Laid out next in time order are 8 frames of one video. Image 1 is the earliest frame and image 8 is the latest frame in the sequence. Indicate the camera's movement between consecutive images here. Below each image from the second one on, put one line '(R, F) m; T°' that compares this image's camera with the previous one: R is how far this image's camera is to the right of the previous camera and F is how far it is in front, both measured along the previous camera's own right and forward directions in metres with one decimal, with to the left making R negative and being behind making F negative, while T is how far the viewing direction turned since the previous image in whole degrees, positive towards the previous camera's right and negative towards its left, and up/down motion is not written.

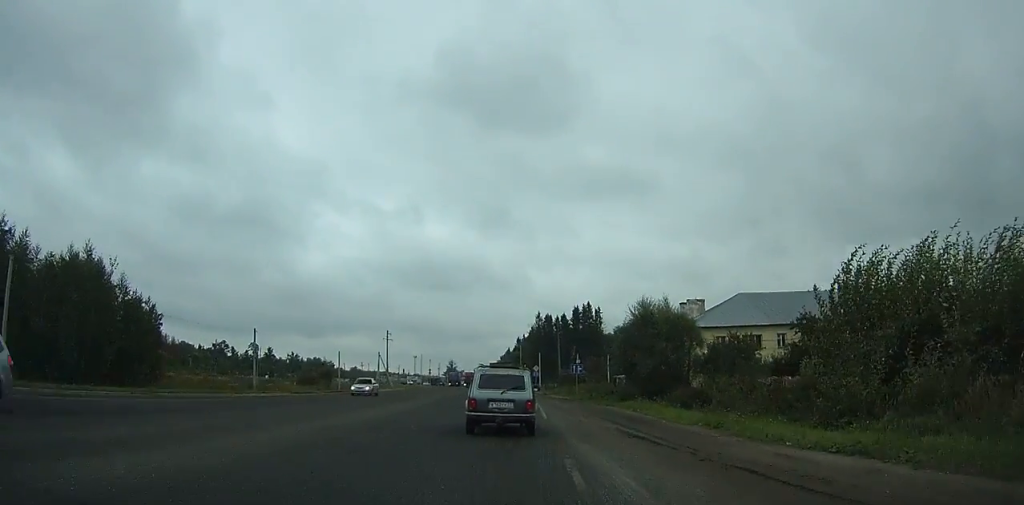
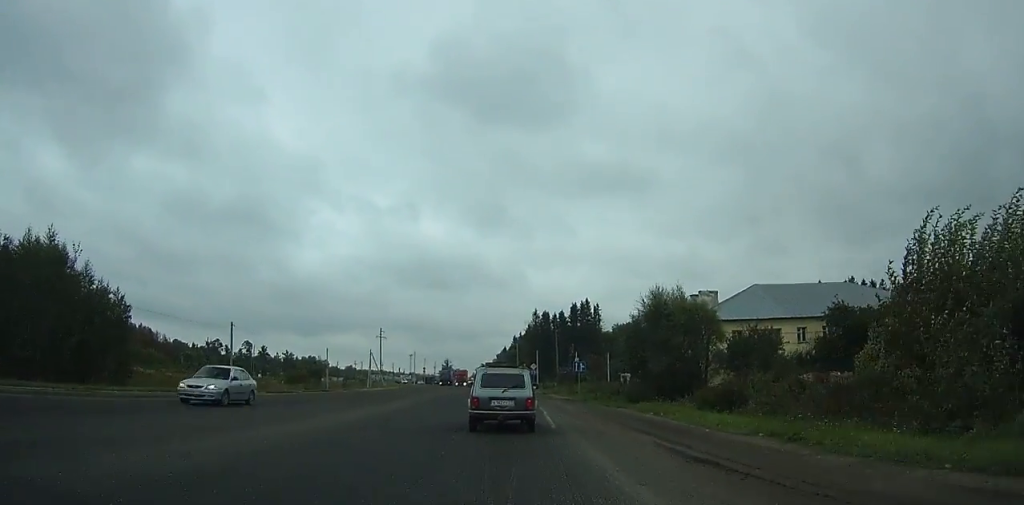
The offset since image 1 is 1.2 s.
(+0.1, +4.8) m; +1°
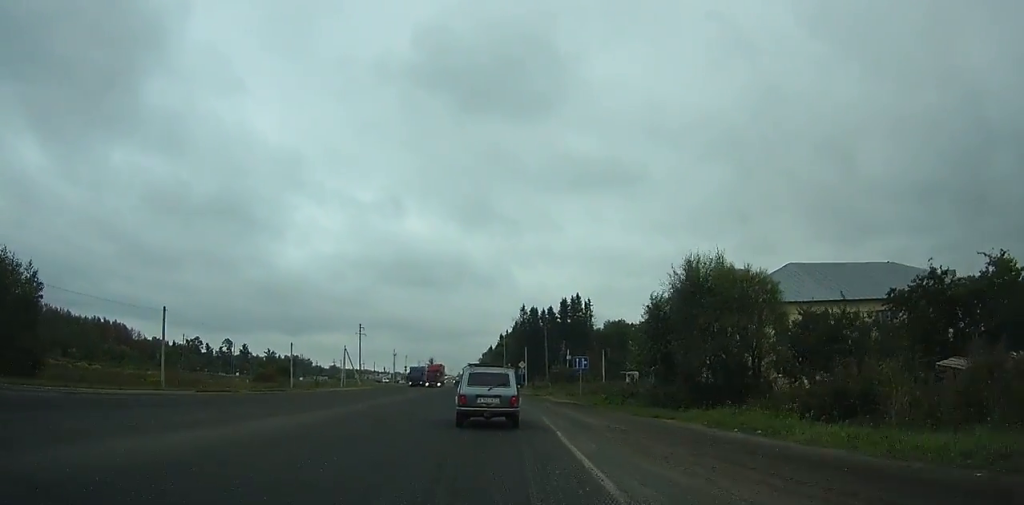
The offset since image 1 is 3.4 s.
(+0.1, +9.1) m; +1°
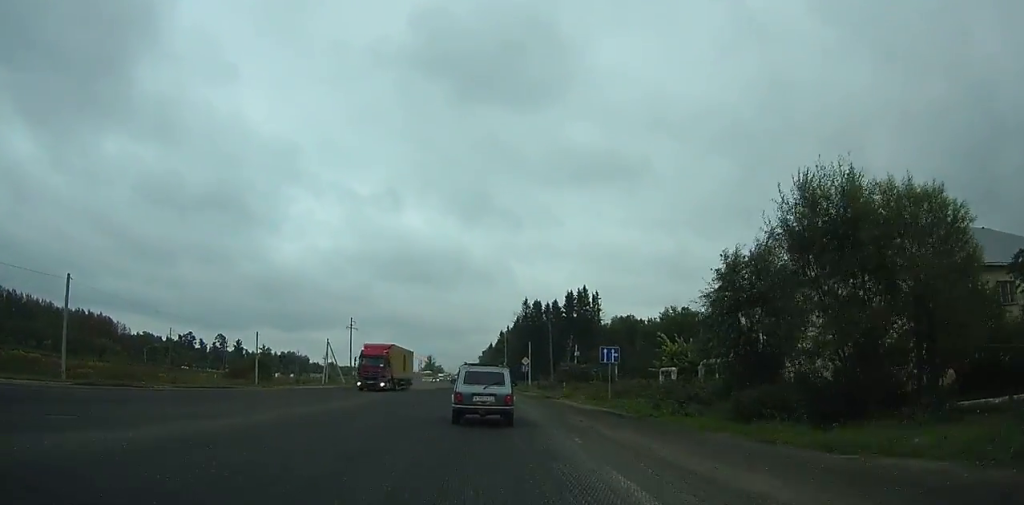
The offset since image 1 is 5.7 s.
(+0.1, +11.2) m; 0°
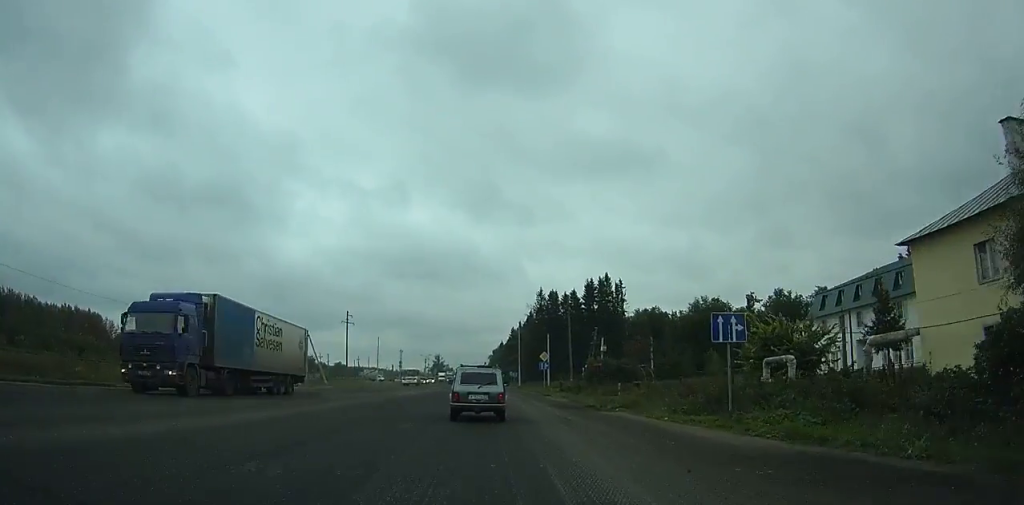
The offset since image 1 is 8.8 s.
(-0.2, +18.0) m; -2°
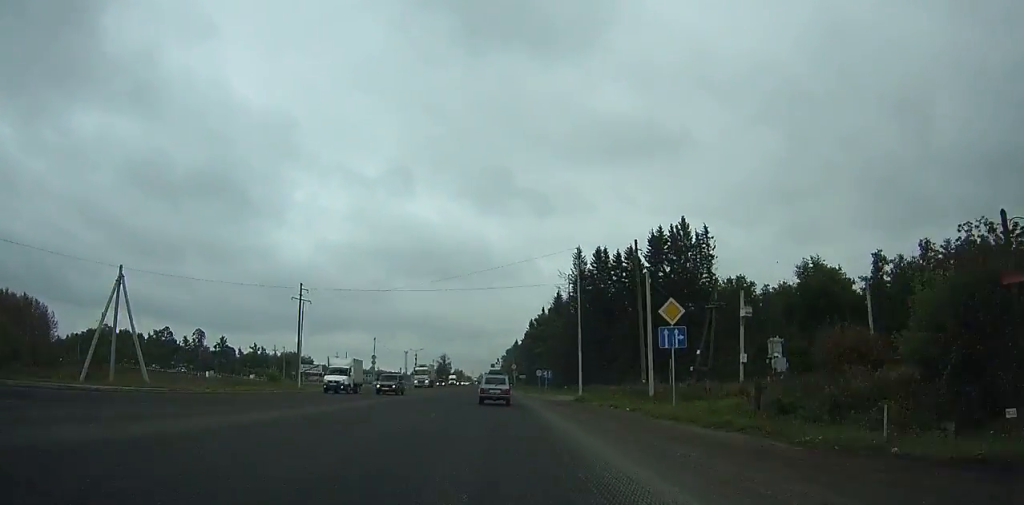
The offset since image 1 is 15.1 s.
(-2.2, +51.0) m; -3°
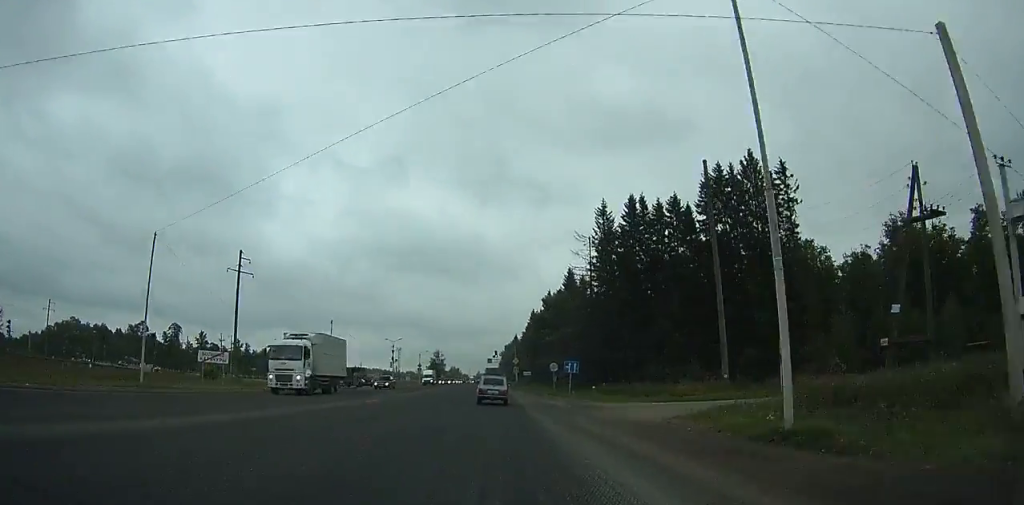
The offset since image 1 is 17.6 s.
(+0.3, +26.3) m; 0°
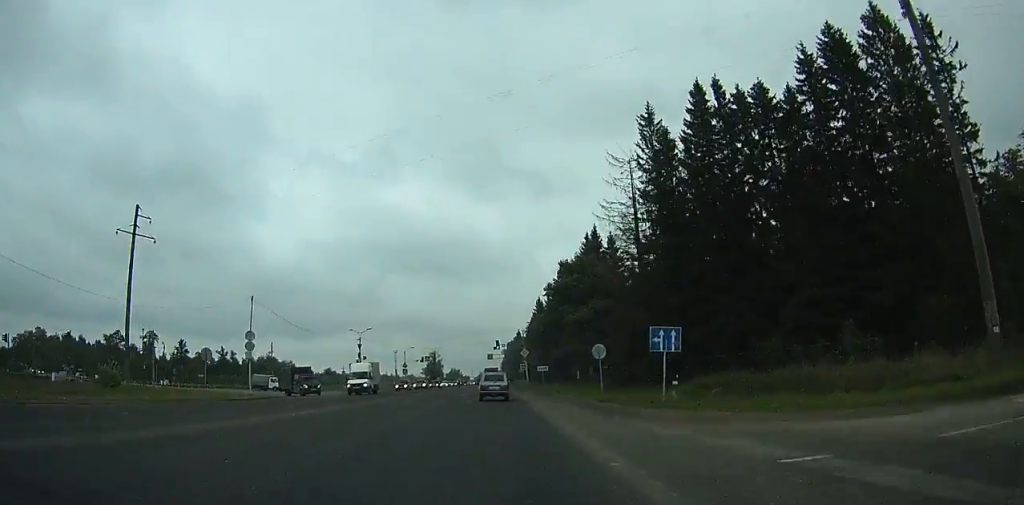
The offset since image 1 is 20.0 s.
(-0.1, +27.1) m; 0°
